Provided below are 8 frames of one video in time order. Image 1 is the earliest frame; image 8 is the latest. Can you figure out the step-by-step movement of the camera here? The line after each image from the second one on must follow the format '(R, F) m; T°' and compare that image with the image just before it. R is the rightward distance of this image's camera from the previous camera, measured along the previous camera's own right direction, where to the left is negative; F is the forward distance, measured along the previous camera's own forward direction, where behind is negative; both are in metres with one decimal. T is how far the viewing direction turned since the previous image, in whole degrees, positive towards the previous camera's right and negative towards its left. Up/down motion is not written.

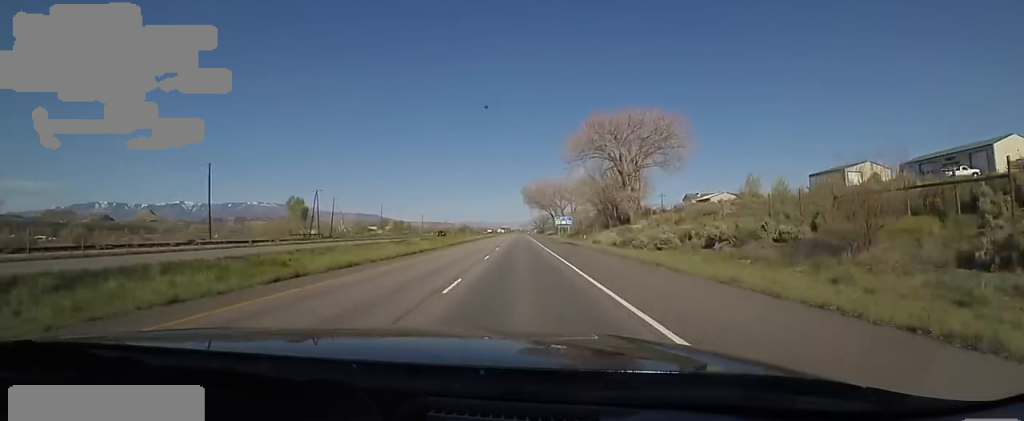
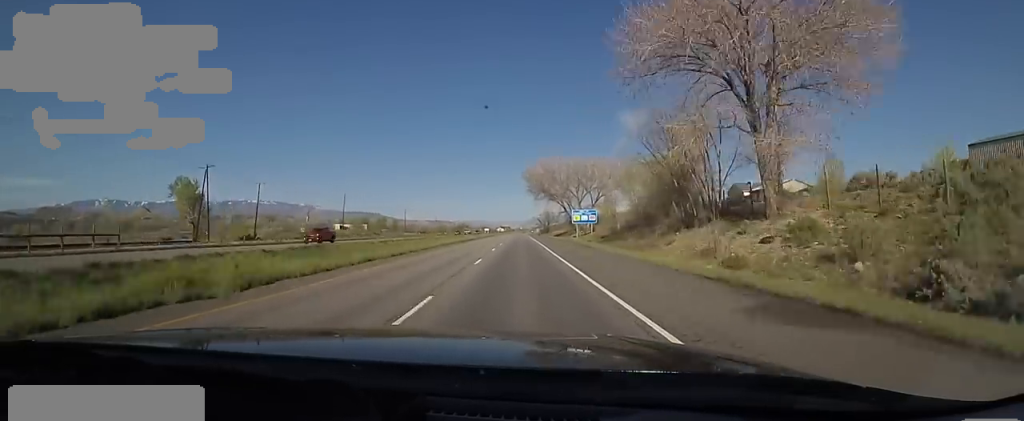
(-0.9, +40.6) m; -1°
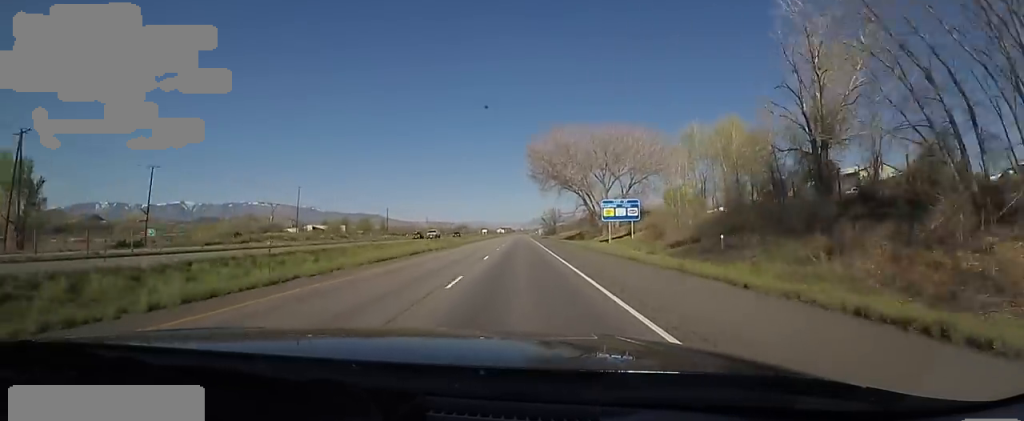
(0.0, +31.4) m; 0°
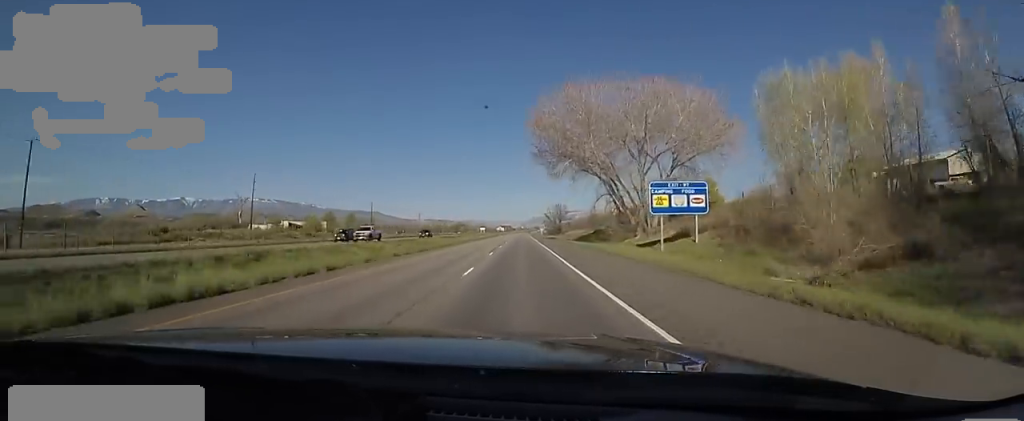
(0.0, +20.9) m; 0°
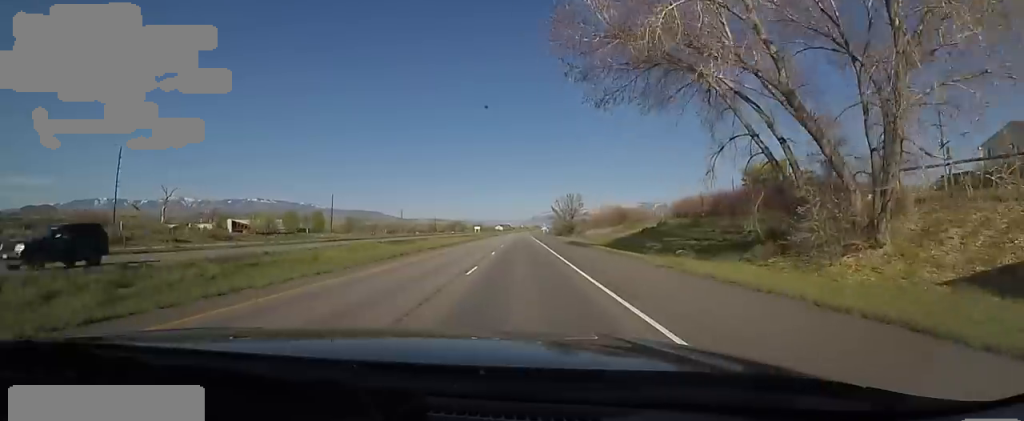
(+0.3, +35.8) m; +2°
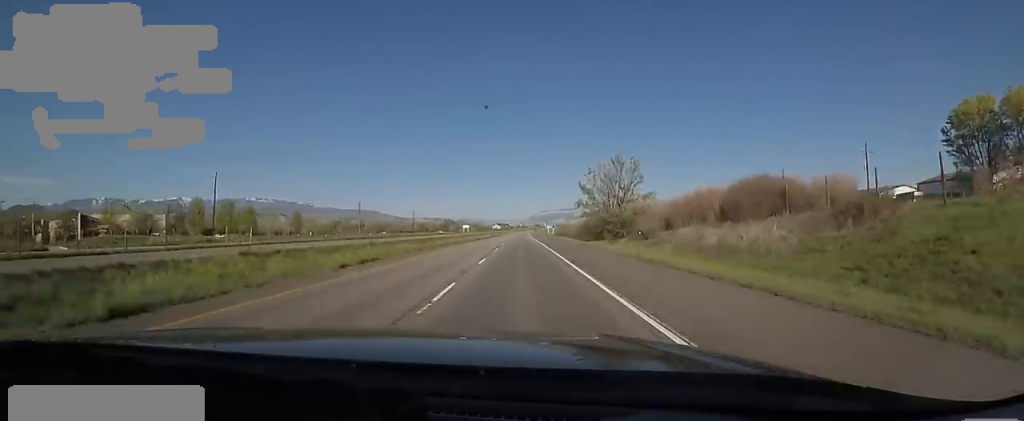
(+0.1, +54.8) m; -2°
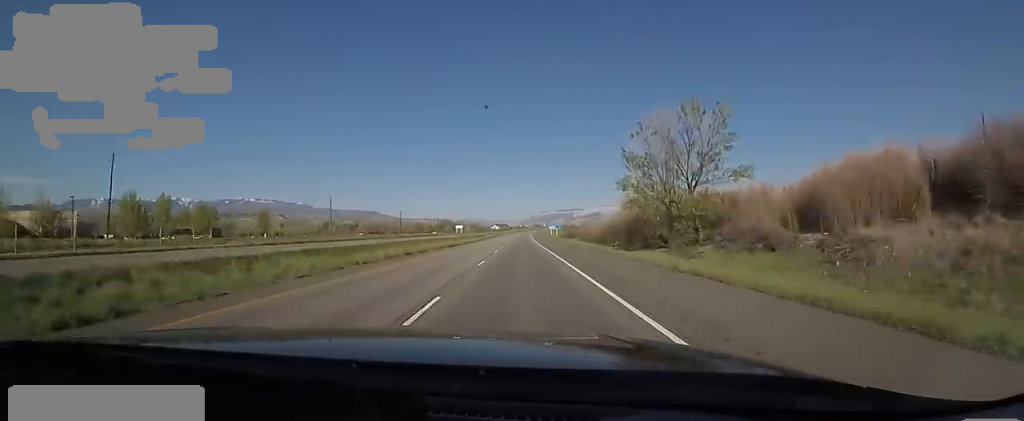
(-0.2, +24.7) m; -1°
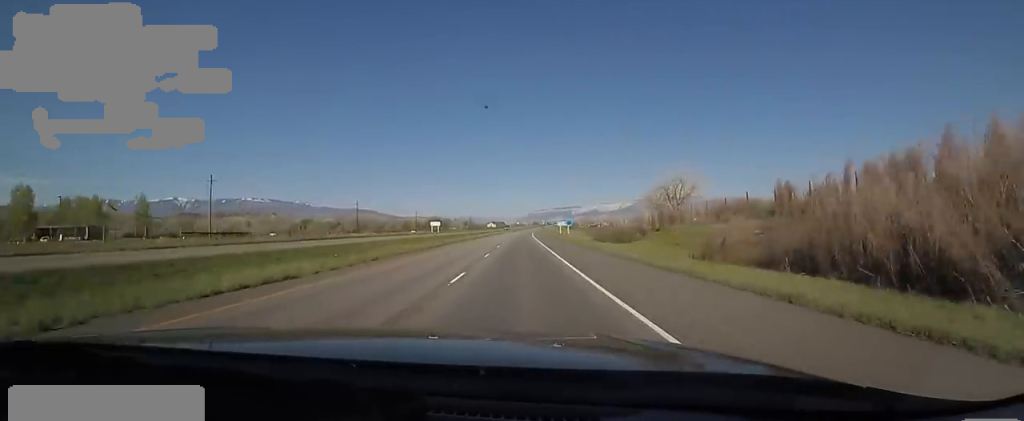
(0.0, +55.1) m; +2°
